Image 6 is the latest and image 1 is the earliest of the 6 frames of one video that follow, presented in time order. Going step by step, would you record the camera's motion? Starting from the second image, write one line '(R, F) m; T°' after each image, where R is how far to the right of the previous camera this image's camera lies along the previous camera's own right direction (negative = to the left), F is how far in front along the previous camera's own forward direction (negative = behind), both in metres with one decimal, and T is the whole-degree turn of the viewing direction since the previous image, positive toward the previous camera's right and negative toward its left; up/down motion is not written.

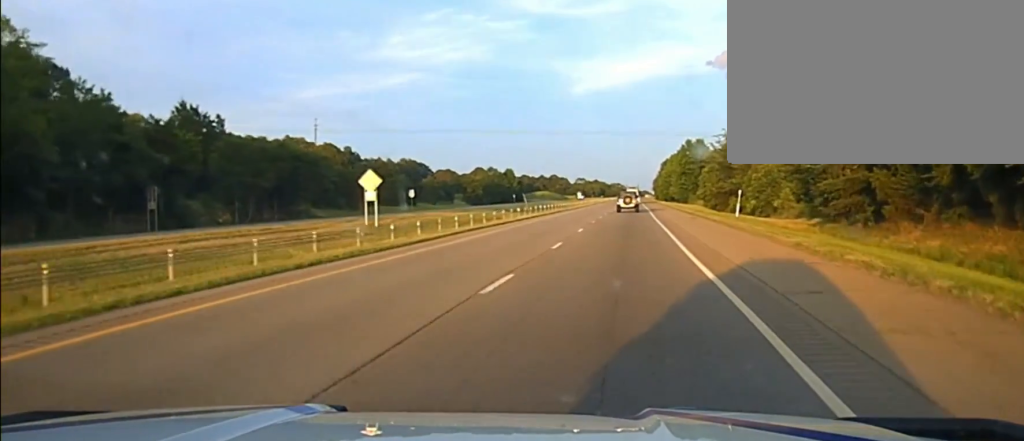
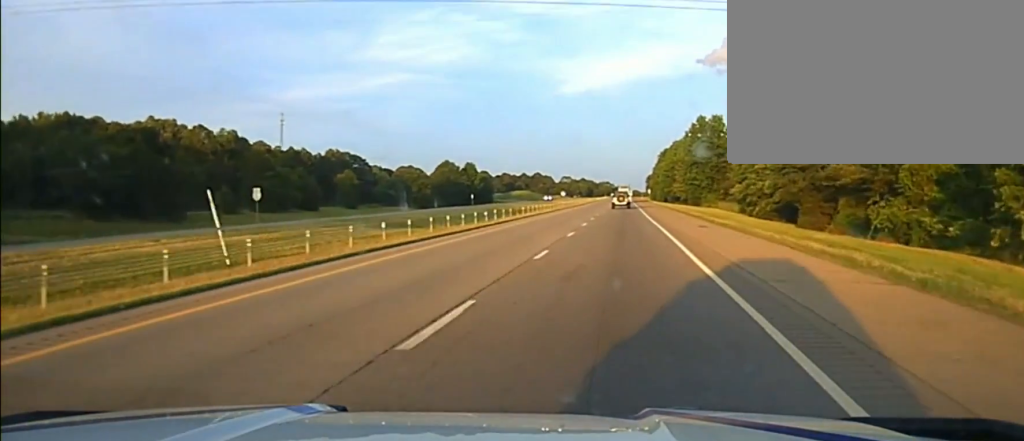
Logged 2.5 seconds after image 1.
(+0.9, +65.1) m; +1°
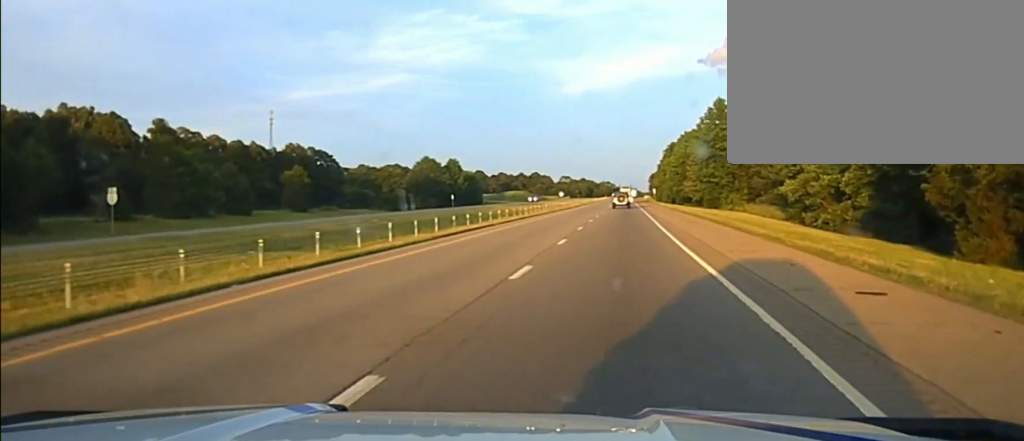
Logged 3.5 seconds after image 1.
(0.0, +32.3) m; 0°
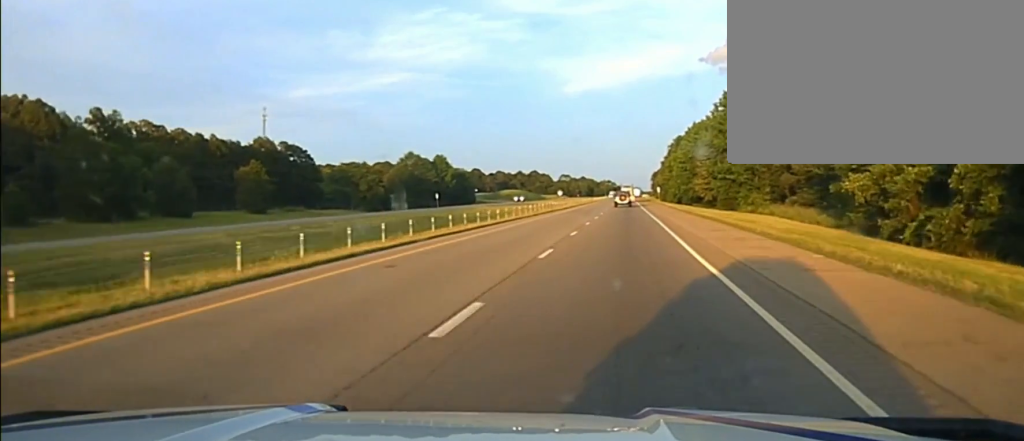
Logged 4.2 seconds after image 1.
(-0.1, +22.4) m; 0°
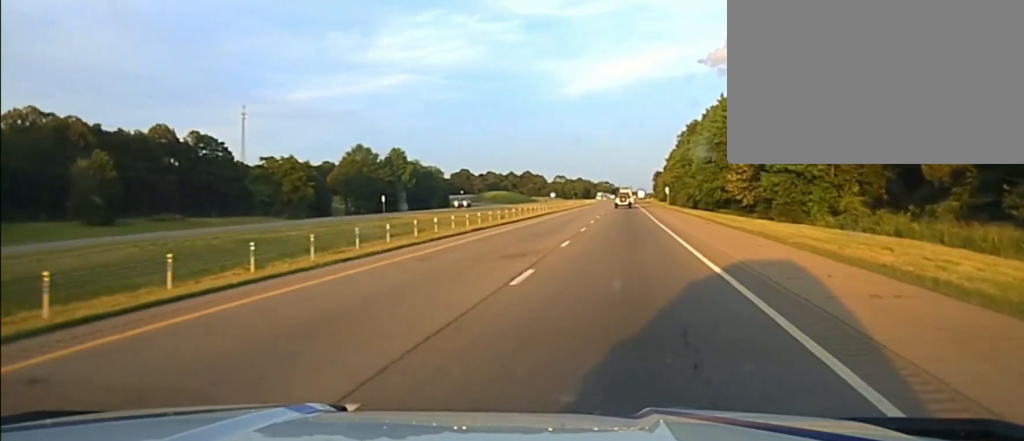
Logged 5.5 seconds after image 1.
(-0.2, +45.8) m; 0°
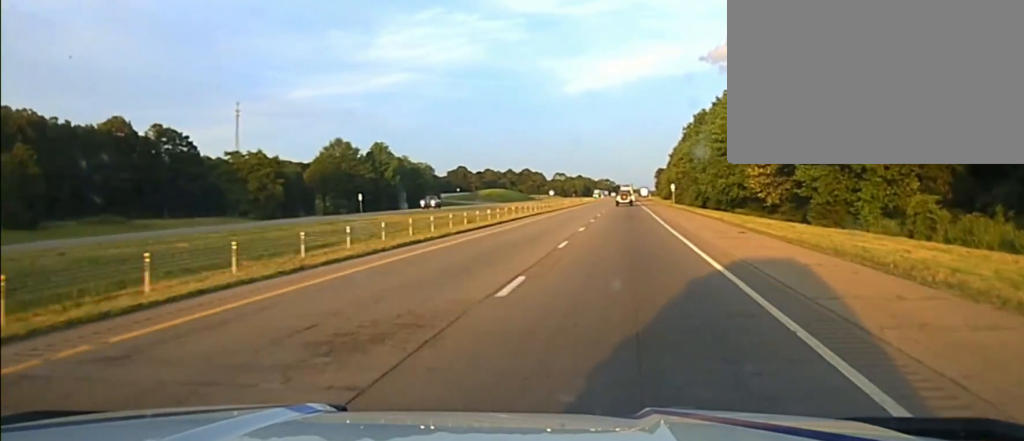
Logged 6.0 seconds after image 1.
(0.0, +16.3) m; 0°
